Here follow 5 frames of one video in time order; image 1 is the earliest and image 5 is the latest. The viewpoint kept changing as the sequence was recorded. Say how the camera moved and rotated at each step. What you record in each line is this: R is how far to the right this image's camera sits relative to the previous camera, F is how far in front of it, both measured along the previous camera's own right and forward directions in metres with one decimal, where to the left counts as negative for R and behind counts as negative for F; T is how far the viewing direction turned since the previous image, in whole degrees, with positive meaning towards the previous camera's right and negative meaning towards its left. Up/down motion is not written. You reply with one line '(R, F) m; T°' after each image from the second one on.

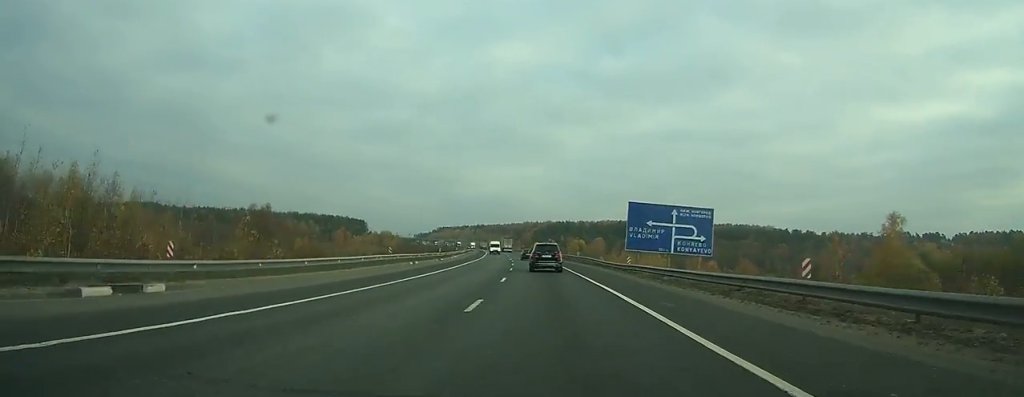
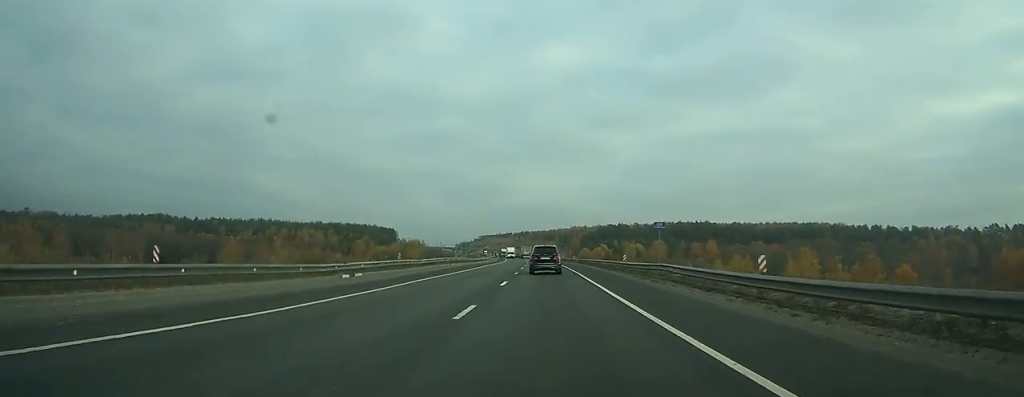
(-2.6, +73.2) m; -4°
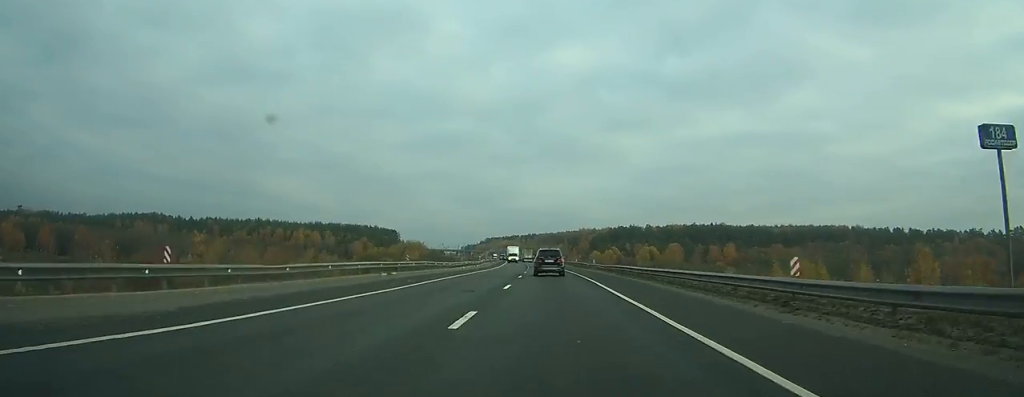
(-0.3, +26.1) m; -1°
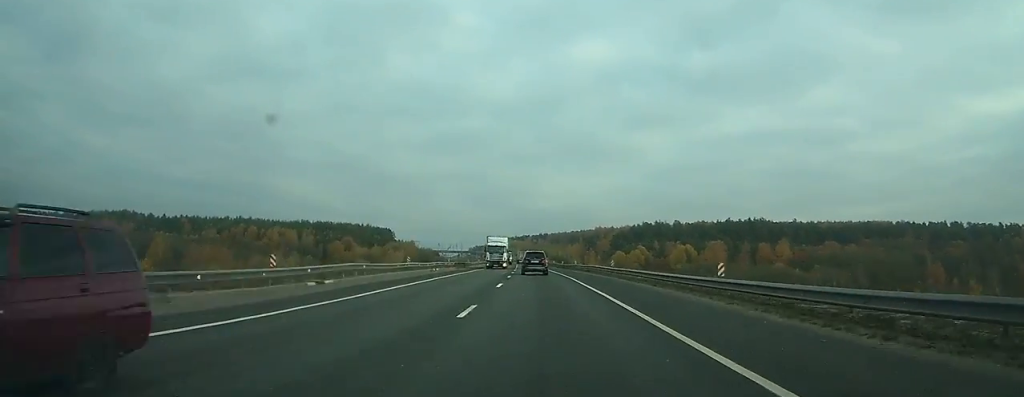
(-1.3, +70.4) m; -2°
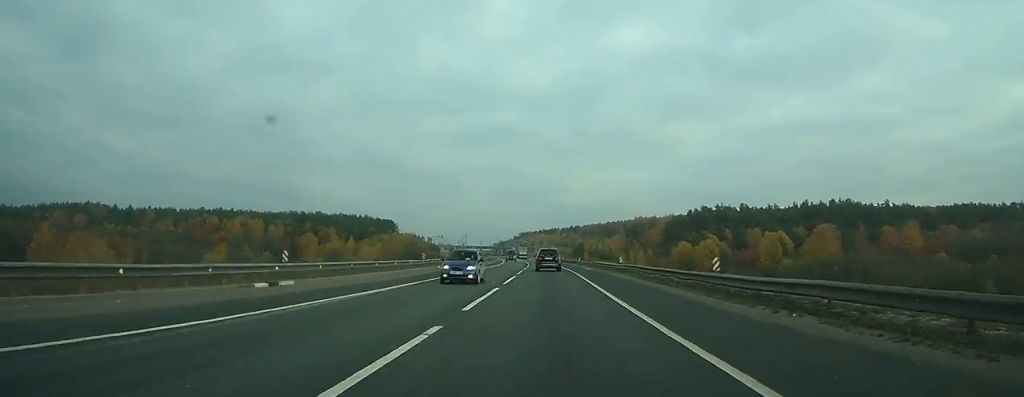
(-3.0, +97.7) m; -3°
